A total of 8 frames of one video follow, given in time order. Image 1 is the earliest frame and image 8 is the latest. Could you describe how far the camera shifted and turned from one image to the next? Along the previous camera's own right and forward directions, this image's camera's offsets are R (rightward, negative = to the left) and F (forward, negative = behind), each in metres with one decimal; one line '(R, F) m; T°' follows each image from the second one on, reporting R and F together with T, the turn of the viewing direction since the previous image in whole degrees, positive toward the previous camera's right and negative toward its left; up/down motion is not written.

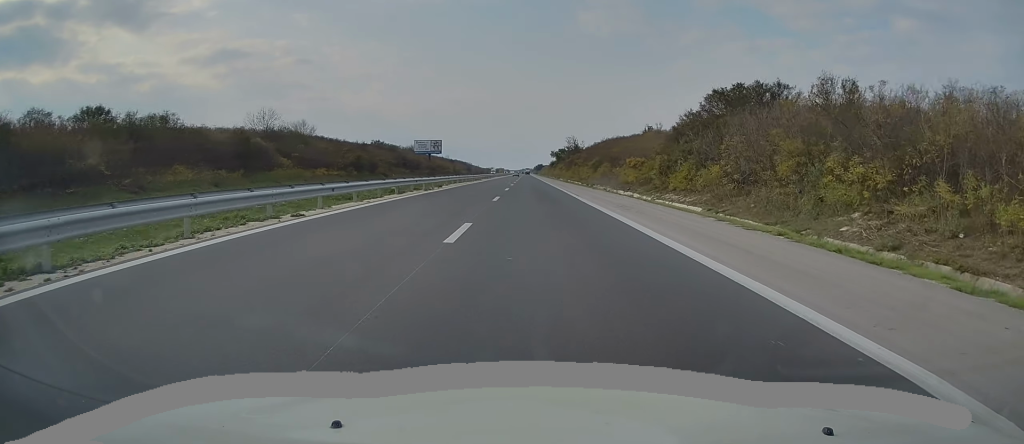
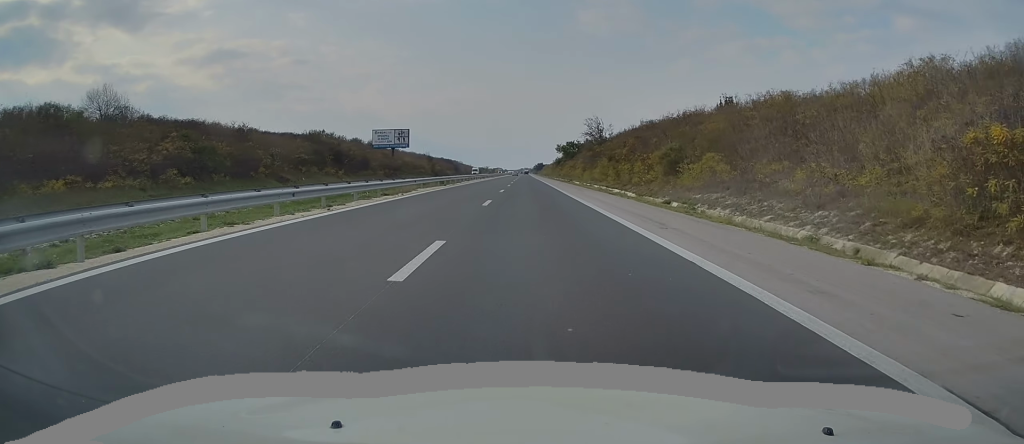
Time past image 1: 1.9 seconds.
(+0.7, +50.8) m; +1°
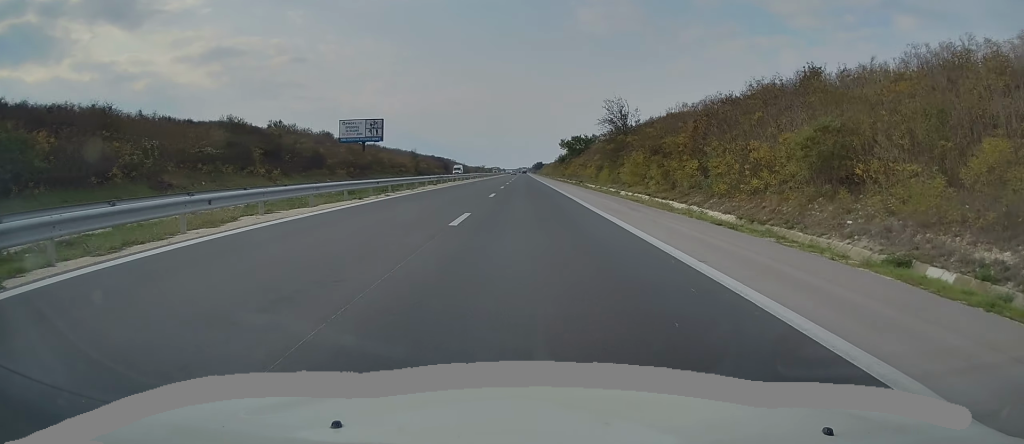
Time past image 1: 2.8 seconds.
(-0.3, +24.5) m; 0°
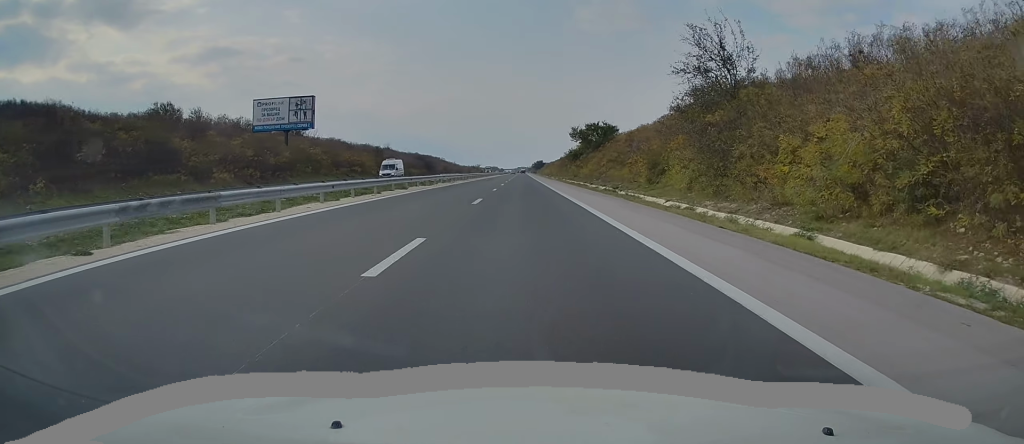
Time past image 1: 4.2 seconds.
(+0.2, +38.1) m; 0°
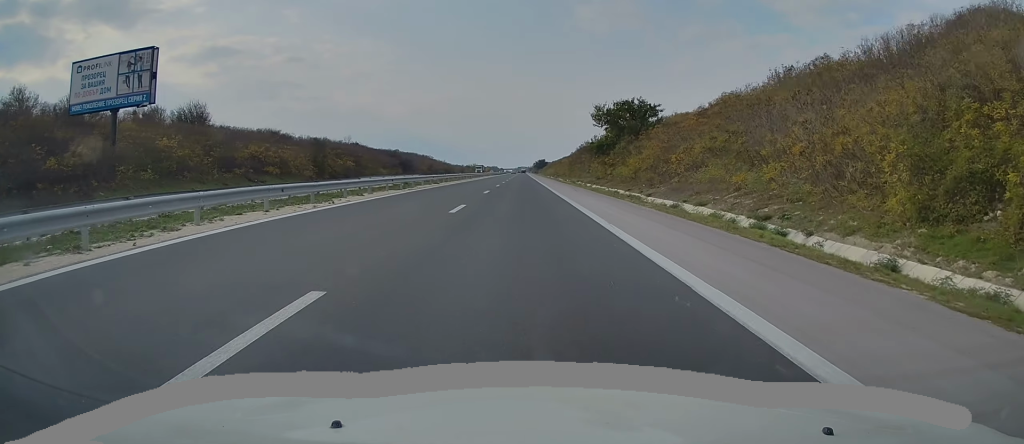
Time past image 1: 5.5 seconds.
(+0.1, +36.3) m; 0°
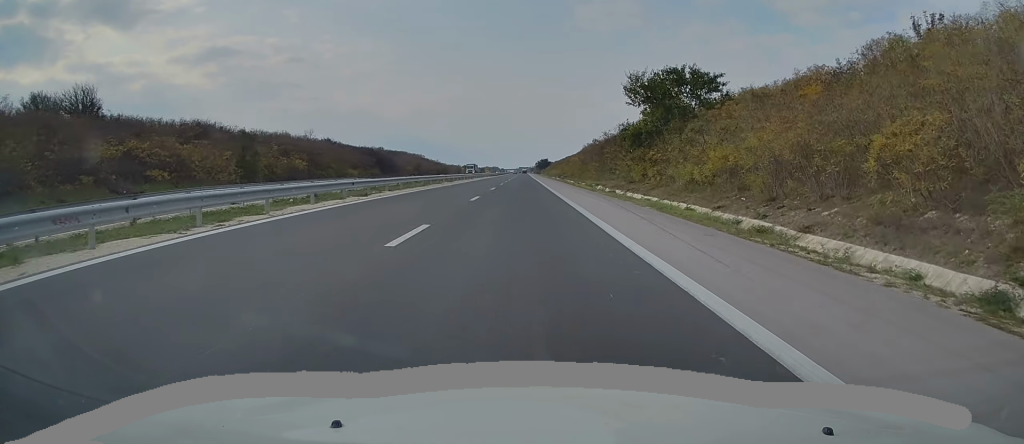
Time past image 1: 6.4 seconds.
(-0.1, +23.6) m; 0°
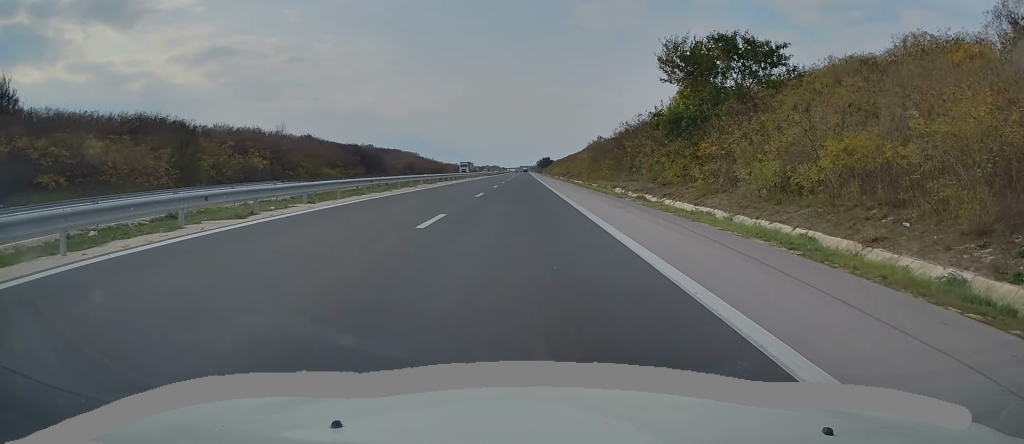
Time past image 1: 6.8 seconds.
(-0.1, +12.7) m; 0°
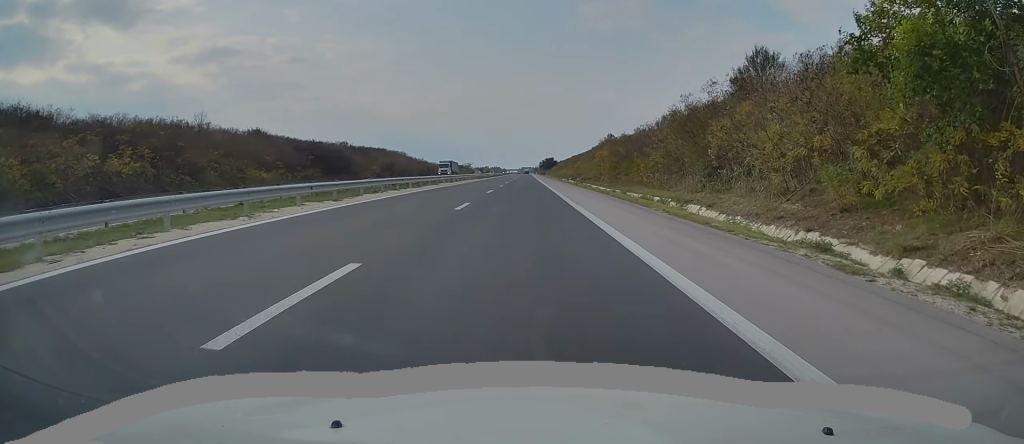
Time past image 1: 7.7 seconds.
(+0.4, +24.5) m; 0°
